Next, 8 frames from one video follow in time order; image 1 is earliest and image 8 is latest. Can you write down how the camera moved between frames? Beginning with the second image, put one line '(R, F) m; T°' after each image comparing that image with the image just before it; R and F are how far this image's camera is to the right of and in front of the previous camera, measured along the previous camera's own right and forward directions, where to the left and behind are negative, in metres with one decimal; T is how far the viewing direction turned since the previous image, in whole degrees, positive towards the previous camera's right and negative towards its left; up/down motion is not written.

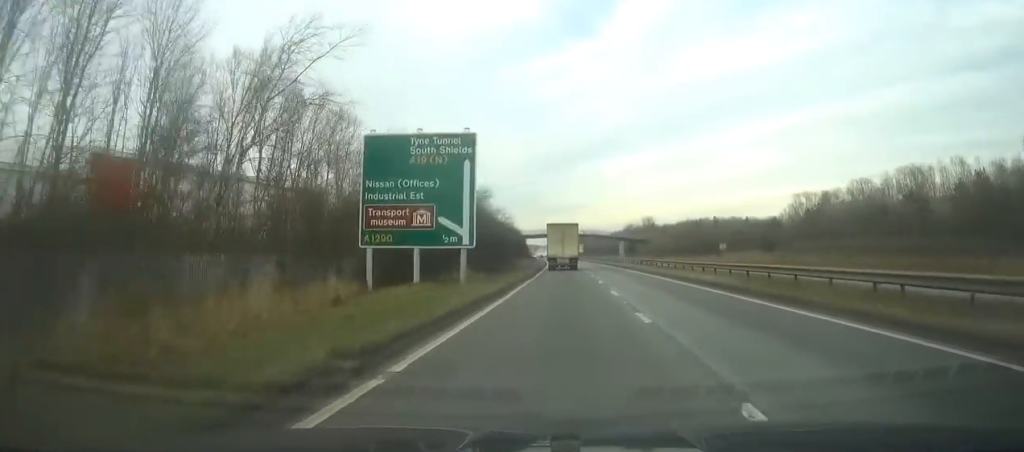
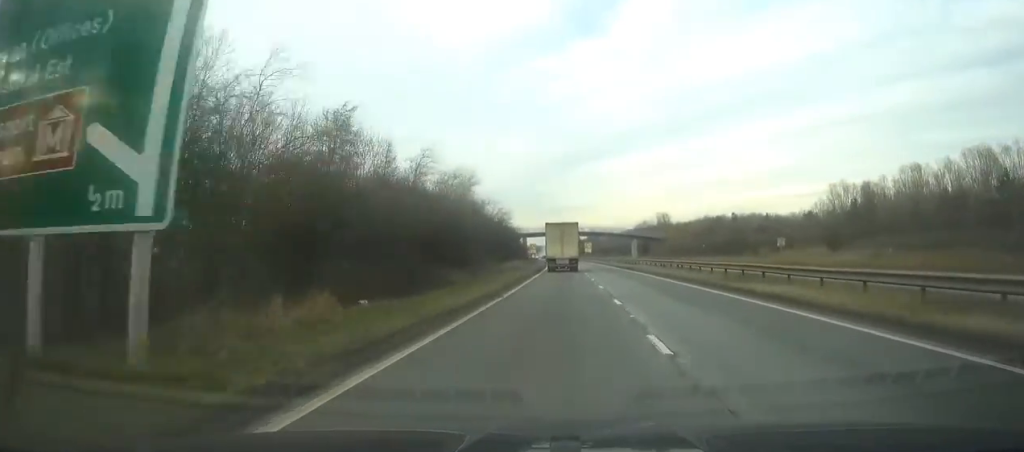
(-0.1, +21.8) m; 0°
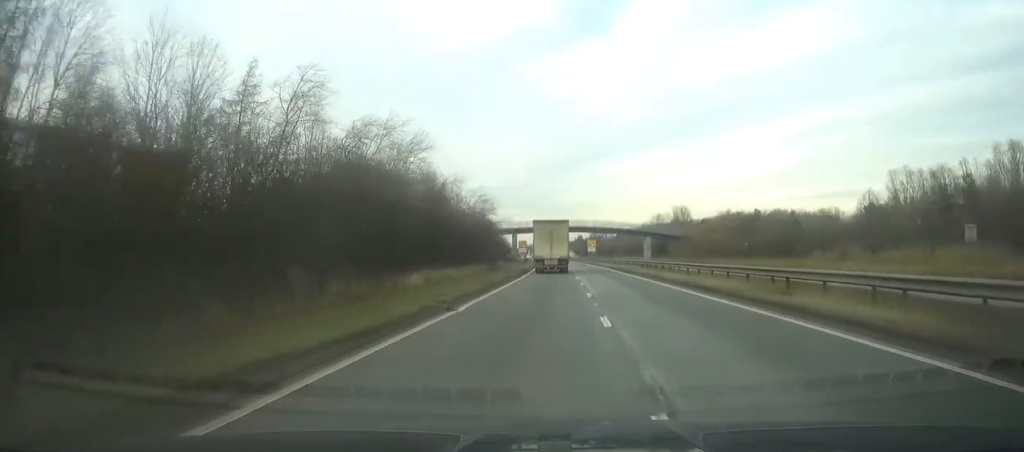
(0.0, +31.0) m; 0°
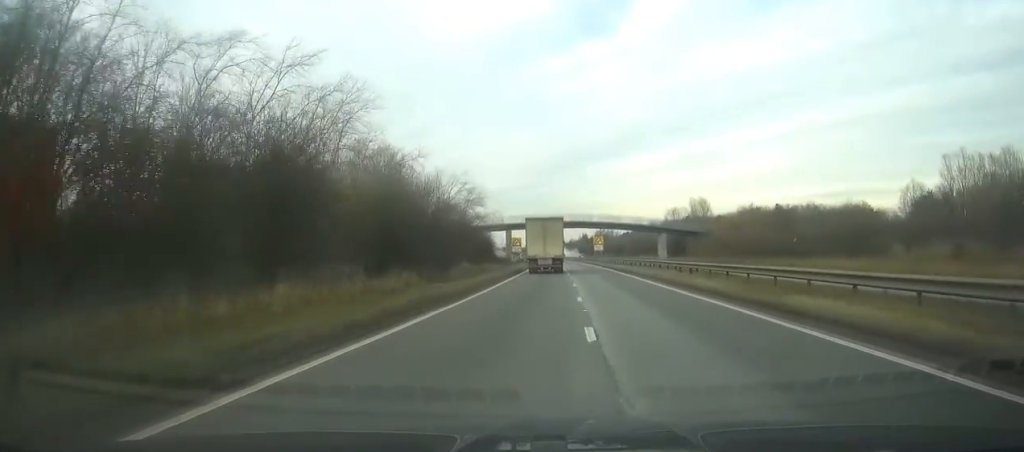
(-0.1, +20.4) m; -1°
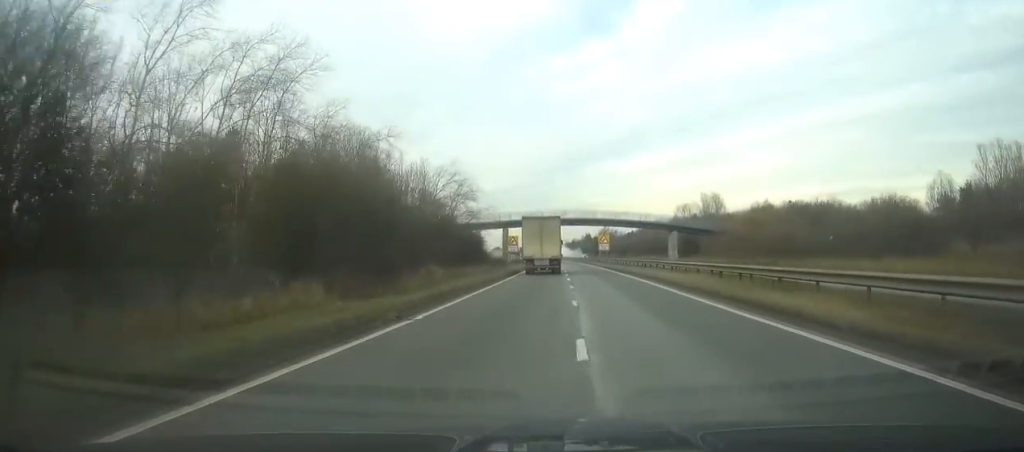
(0.0, +10.6) m; 0°
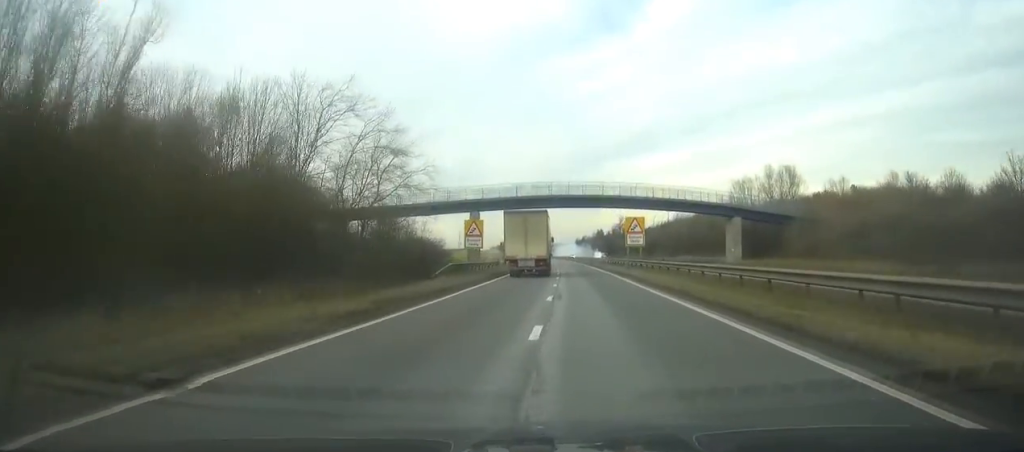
(-0.1, +41.9) m; 0°
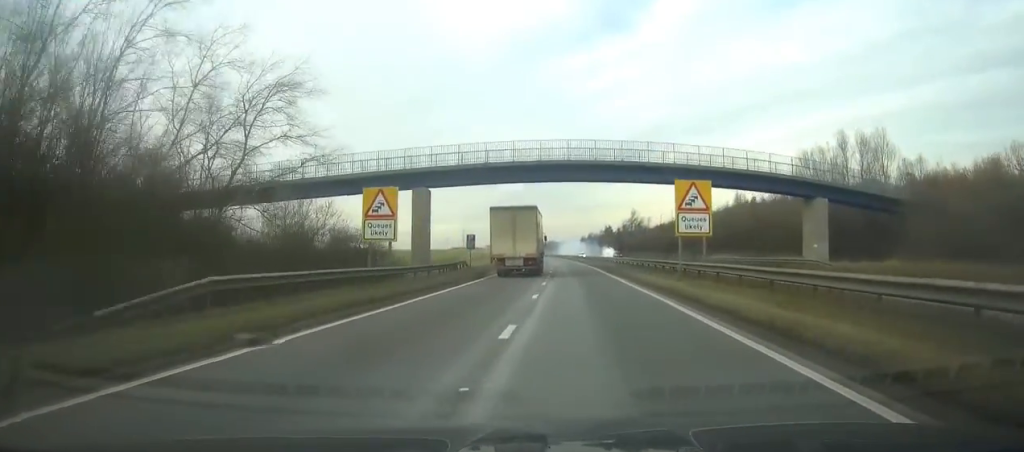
(-0.2, +26.5) m; -1°
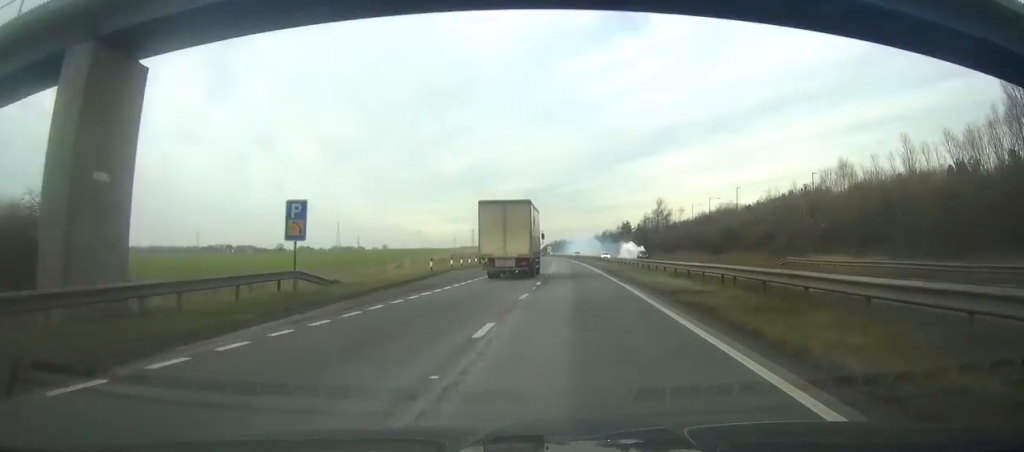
(-0.2, +35.2) m; -1°
